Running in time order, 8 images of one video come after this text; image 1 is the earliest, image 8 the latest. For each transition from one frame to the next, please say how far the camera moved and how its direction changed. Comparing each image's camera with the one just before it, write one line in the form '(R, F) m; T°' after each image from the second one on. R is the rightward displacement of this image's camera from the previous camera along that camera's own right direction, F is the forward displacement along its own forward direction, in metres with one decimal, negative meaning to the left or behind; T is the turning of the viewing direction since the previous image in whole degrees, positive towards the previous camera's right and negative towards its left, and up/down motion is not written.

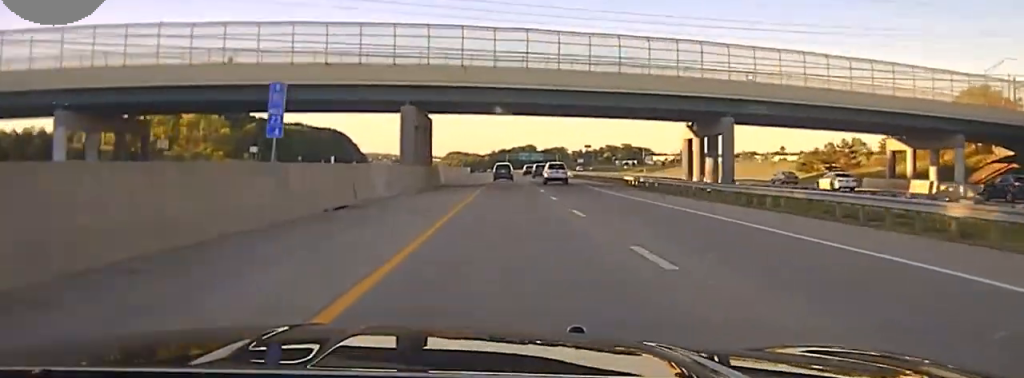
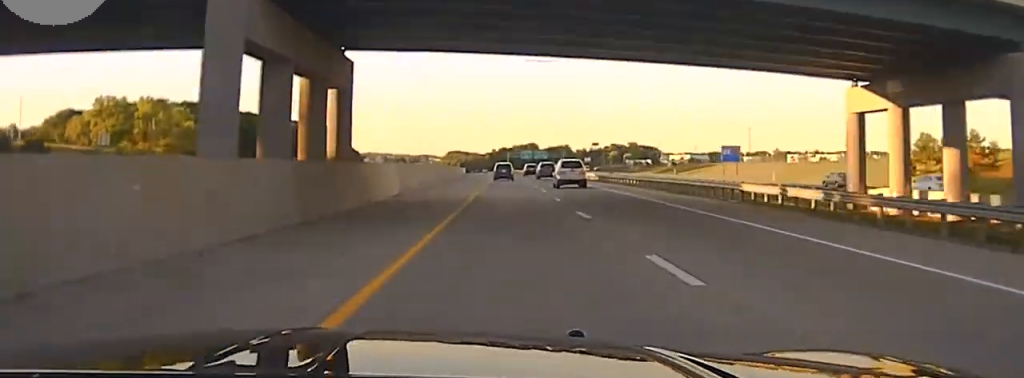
(0.0, +37.2) m; 0°
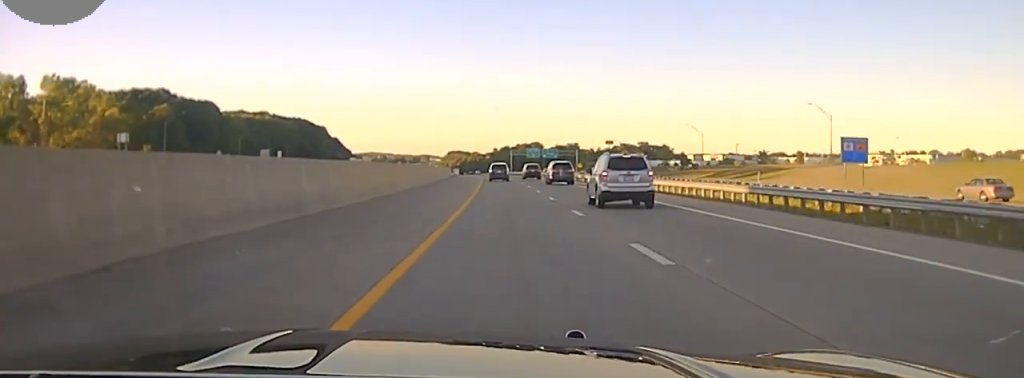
(0.0, +56.0) m; 0°
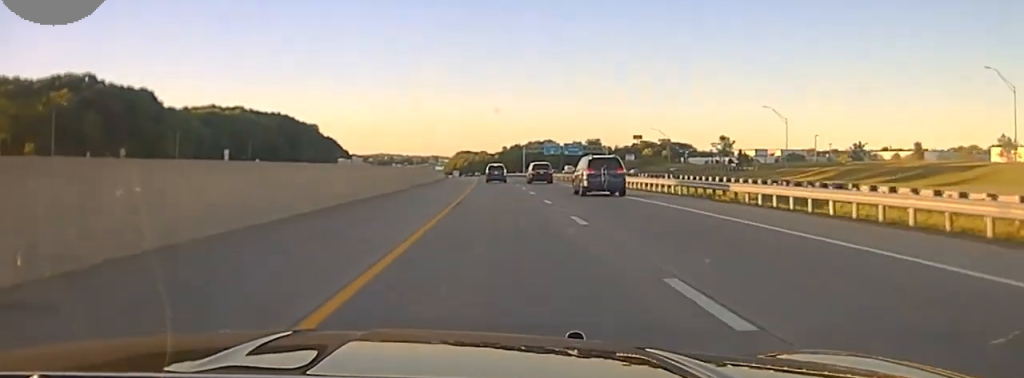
(-0.5, +66.4) m; -1°
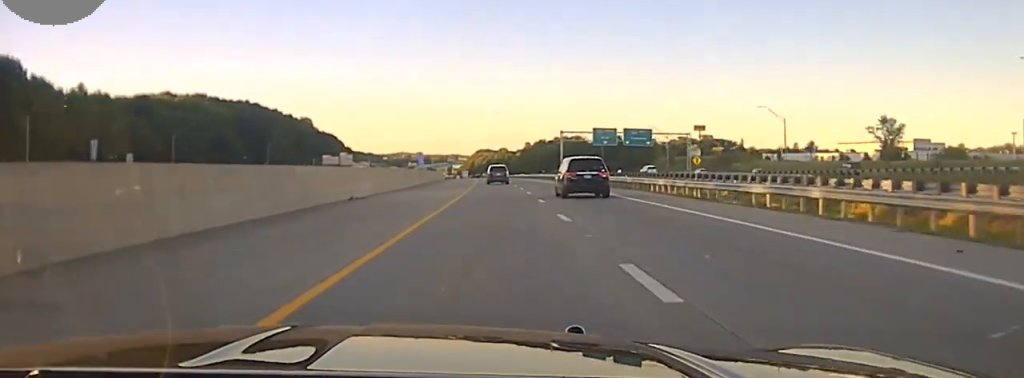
(-1.0, +85.0) m; -1°
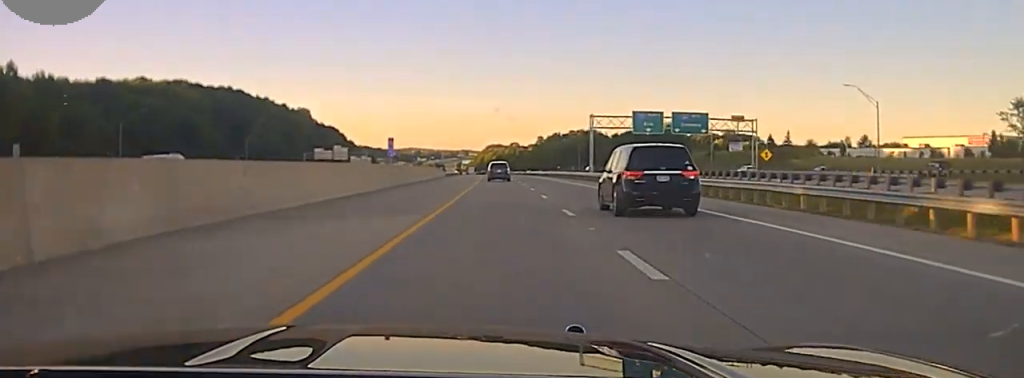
(-0.3, +35.7) m; -1°
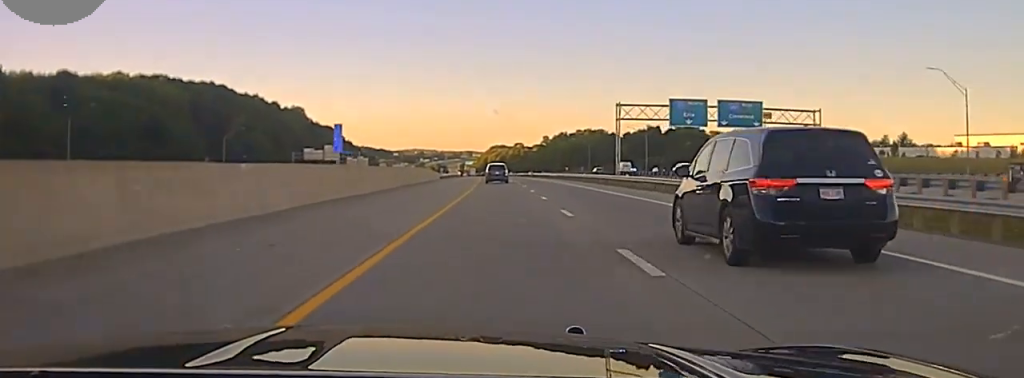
(-0.1, +23.7) m; 0°
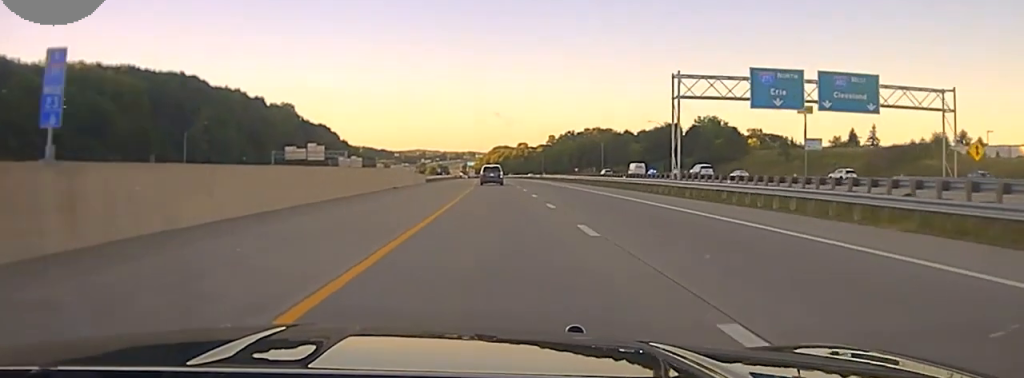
(-0.1, +30.5) m; 0°
